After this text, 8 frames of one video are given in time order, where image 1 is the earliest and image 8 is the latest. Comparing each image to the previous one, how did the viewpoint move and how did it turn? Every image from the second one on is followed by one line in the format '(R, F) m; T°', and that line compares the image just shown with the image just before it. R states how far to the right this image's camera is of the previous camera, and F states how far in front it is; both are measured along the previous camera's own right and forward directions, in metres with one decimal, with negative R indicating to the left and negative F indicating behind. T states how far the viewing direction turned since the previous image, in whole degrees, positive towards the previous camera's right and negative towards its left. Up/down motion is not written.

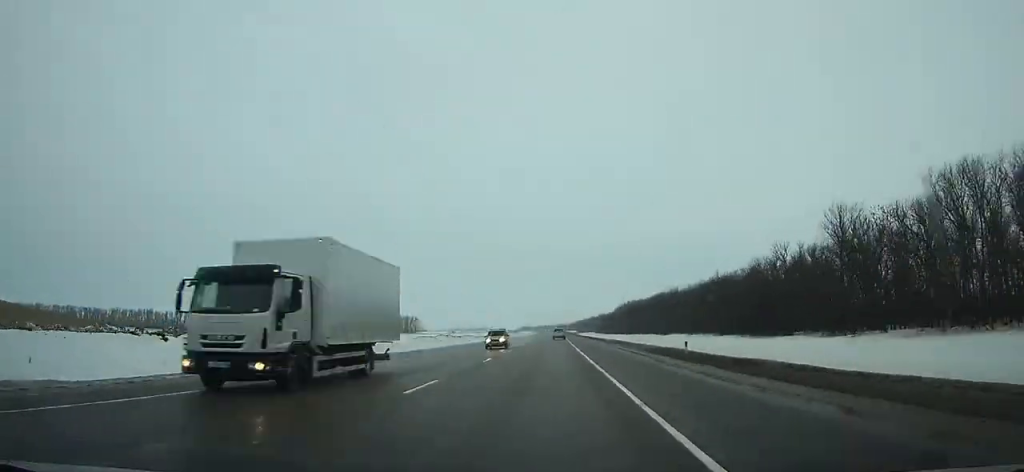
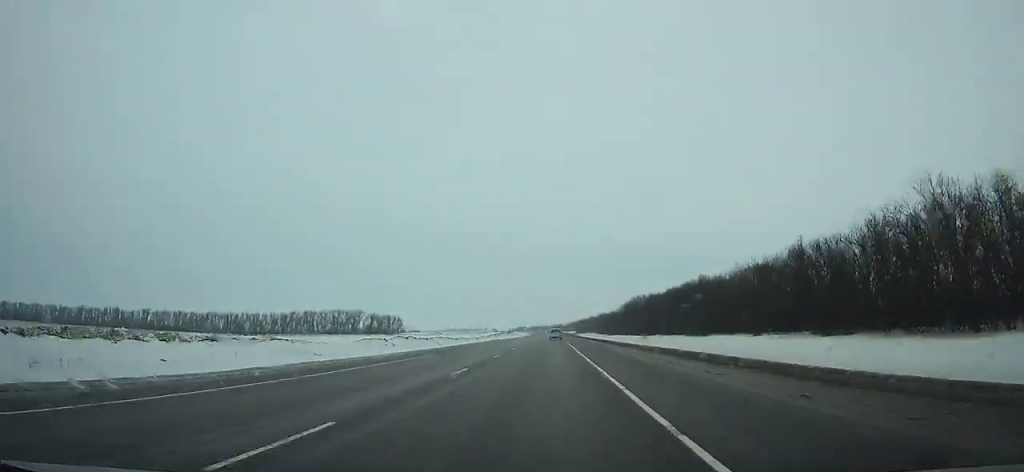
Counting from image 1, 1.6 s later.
(0.0, +42.0) m; 0°
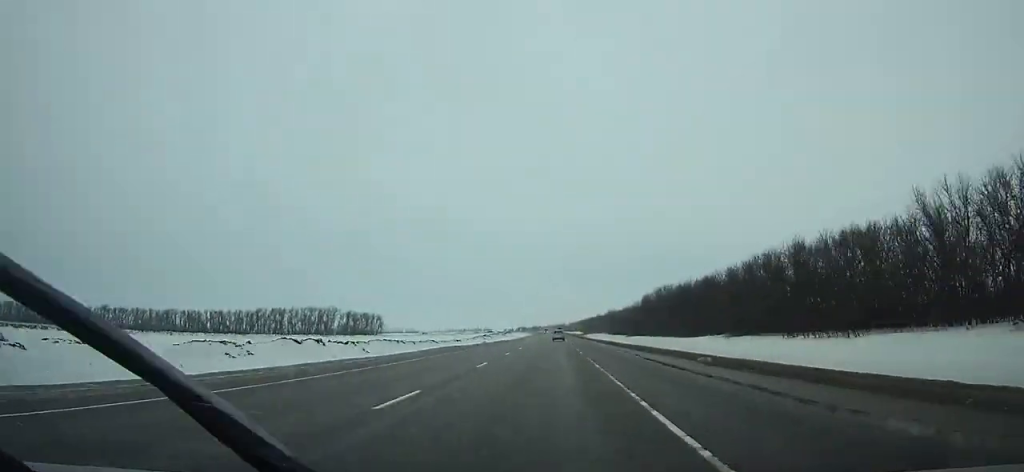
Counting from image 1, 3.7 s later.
(+0.1, +55.5) m; 0°
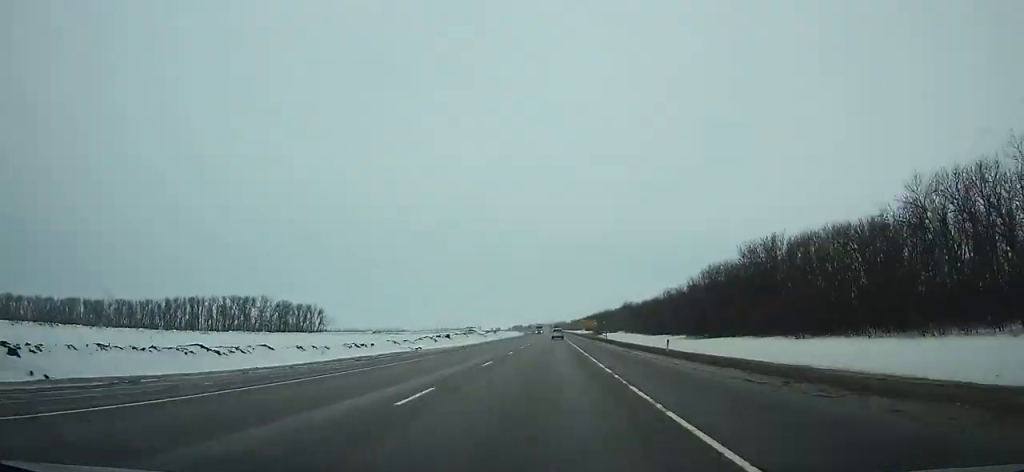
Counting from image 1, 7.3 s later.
(-0.3, +95.4) m; 0°
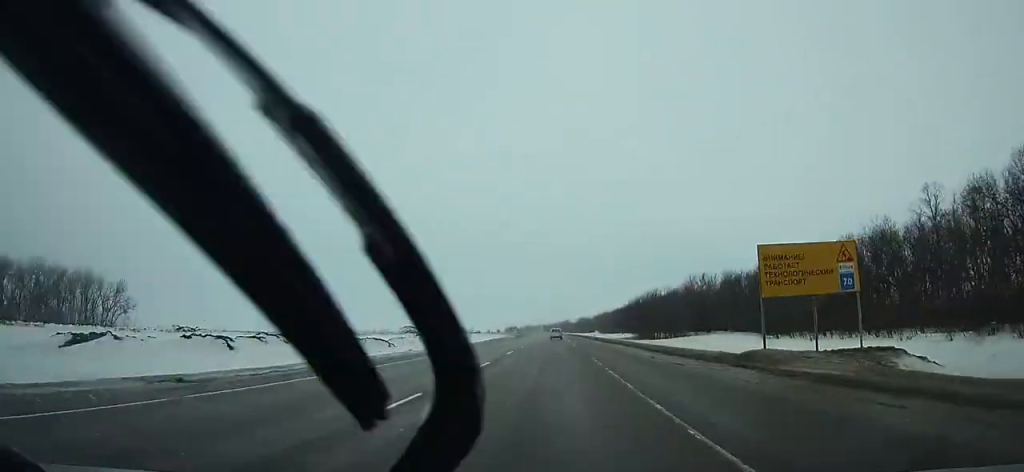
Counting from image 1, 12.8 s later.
(+0.3, +145.7) m; 0°
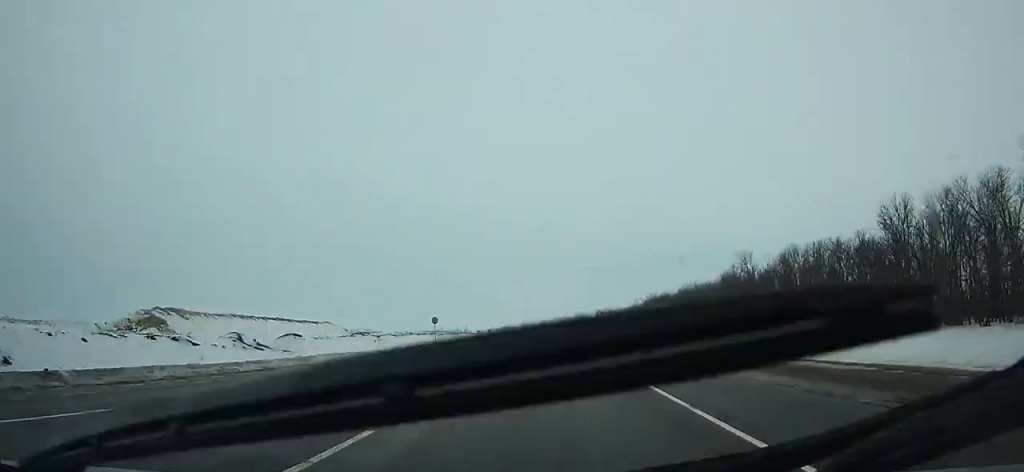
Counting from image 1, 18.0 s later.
(-0.5, +135.9) m; -1°
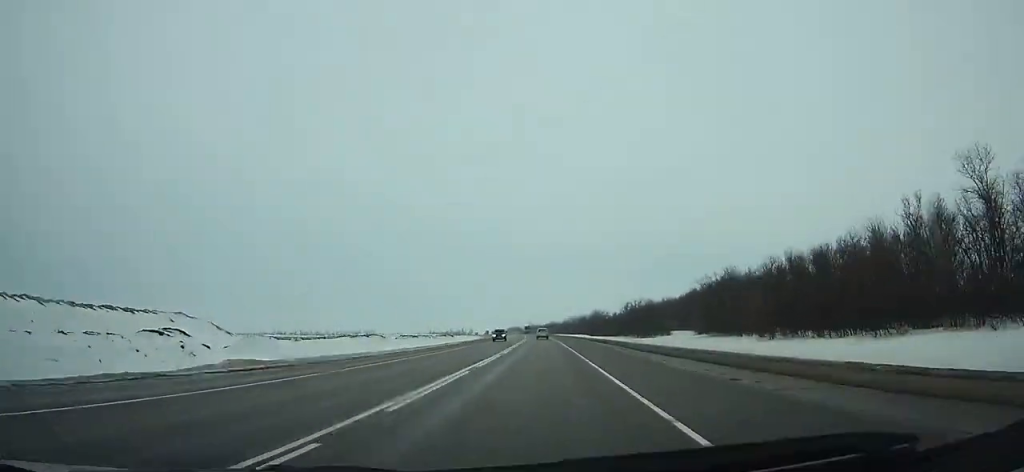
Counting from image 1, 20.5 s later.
(-0.3, +64.5) m; -1°
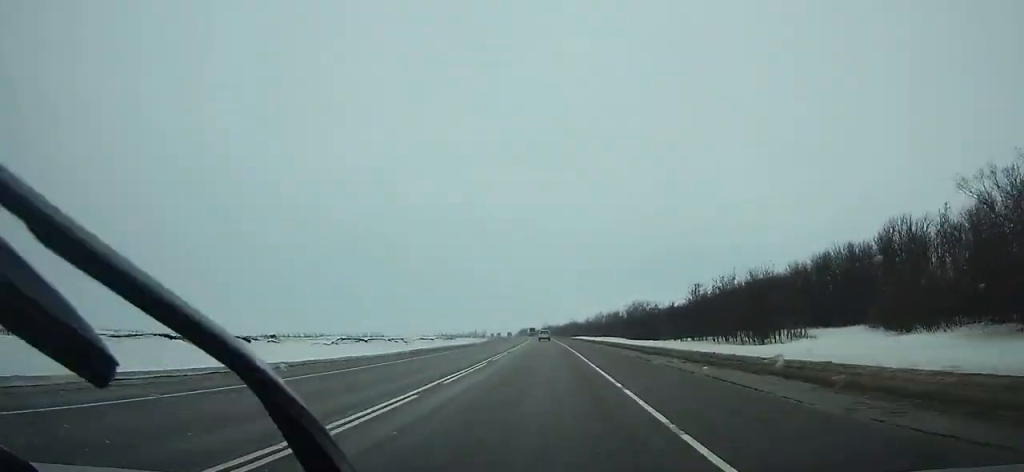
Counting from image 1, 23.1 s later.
(-0.7, +66.8) m; -2°
